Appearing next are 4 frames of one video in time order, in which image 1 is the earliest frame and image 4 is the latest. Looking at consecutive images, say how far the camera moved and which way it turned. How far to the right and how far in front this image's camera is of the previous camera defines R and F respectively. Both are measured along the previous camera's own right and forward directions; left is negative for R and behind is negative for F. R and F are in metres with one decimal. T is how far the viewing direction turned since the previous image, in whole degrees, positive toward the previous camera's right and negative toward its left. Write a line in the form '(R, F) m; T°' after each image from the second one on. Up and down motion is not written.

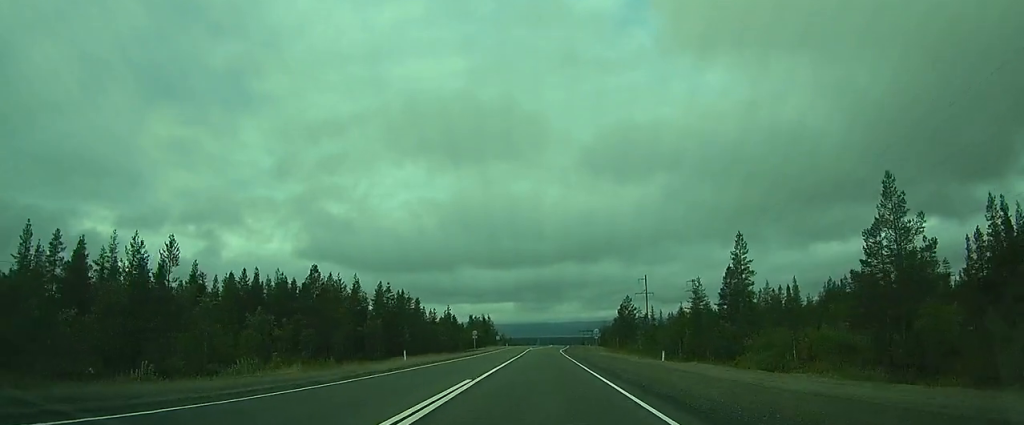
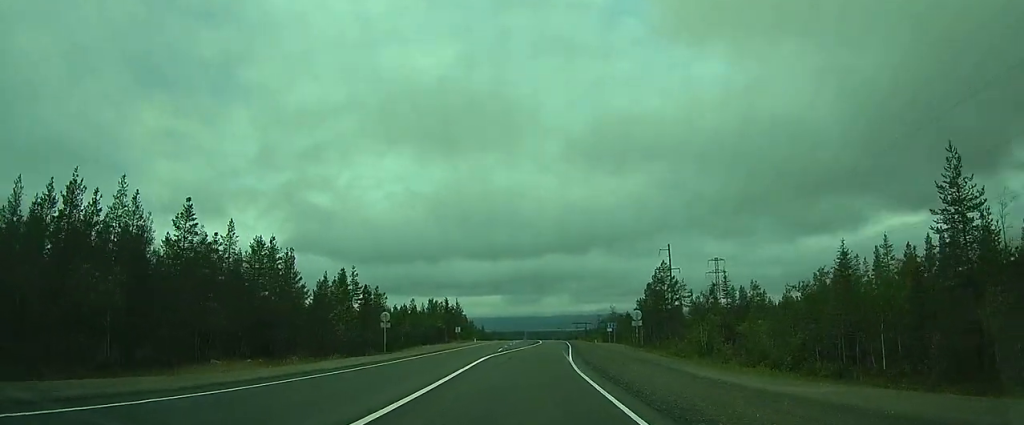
(-0.3, +40.8) m; 0°
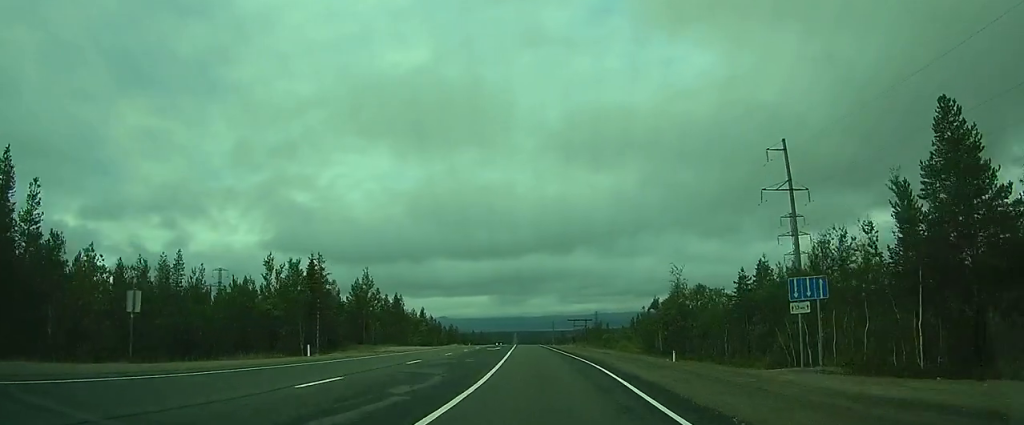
(+2.2, +61.6) m; +3°
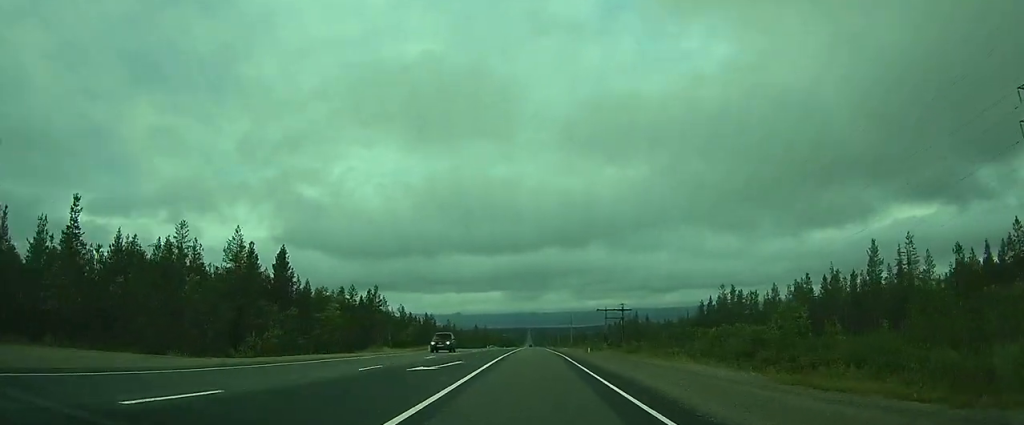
(-0.3, +71.8) m; -1°
